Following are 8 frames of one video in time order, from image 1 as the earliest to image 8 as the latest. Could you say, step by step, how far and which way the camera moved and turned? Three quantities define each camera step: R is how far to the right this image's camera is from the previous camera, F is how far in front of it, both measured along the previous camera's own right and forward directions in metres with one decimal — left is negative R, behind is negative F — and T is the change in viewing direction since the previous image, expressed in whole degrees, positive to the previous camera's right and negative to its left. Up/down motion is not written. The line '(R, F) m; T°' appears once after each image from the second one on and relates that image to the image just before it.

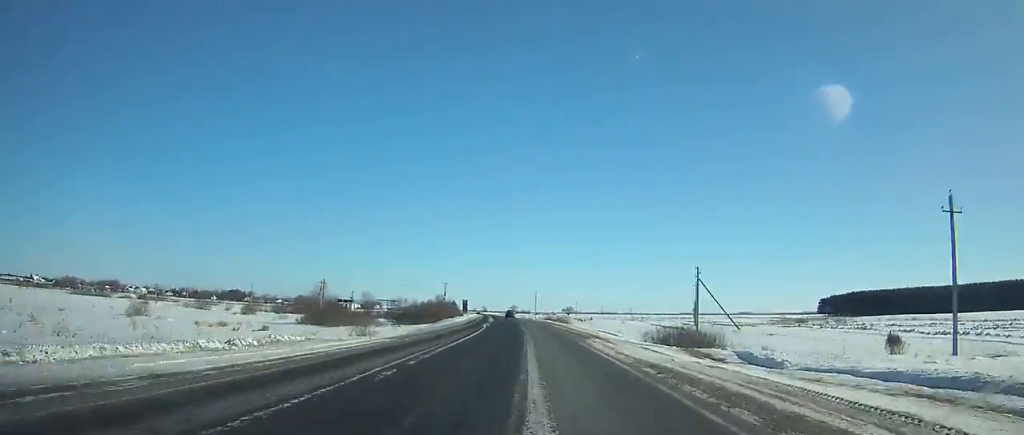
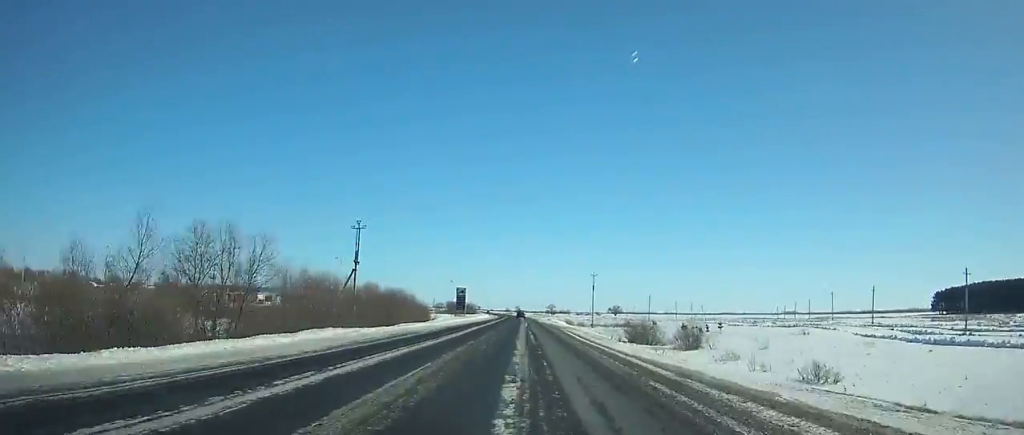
(-3.6, +105.1) m; -4°
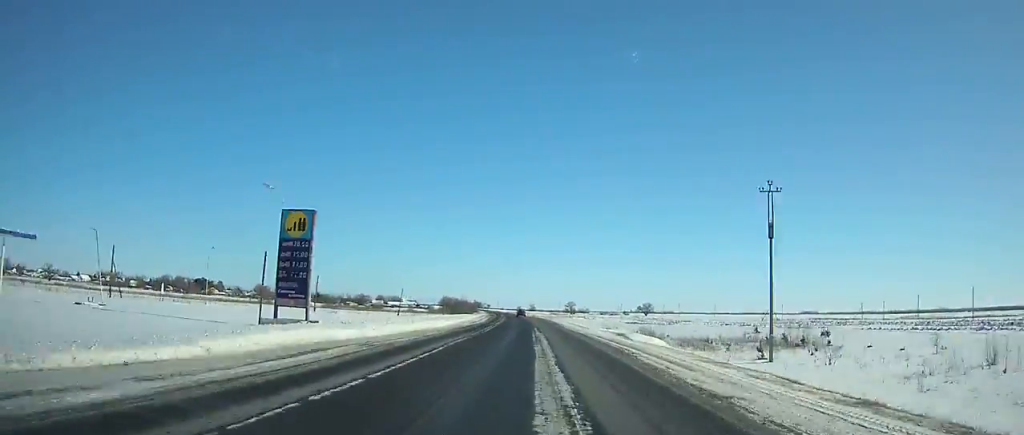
(-1.4, +89.9) m; -1°
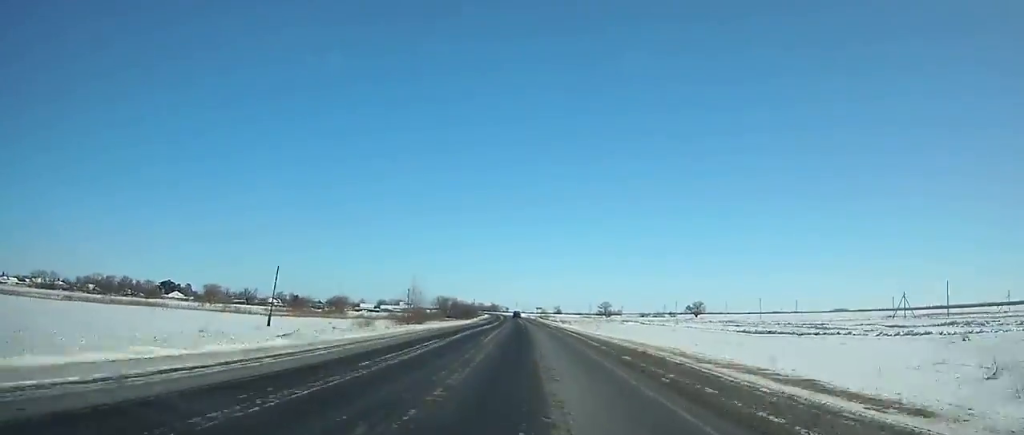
(-0.8, +96.9) m; -2°
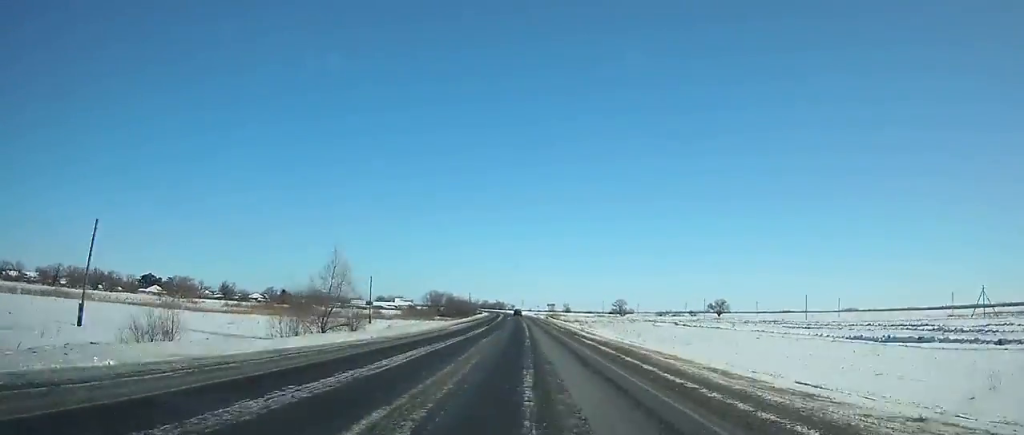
(-0.3, +35.7) m; -1°
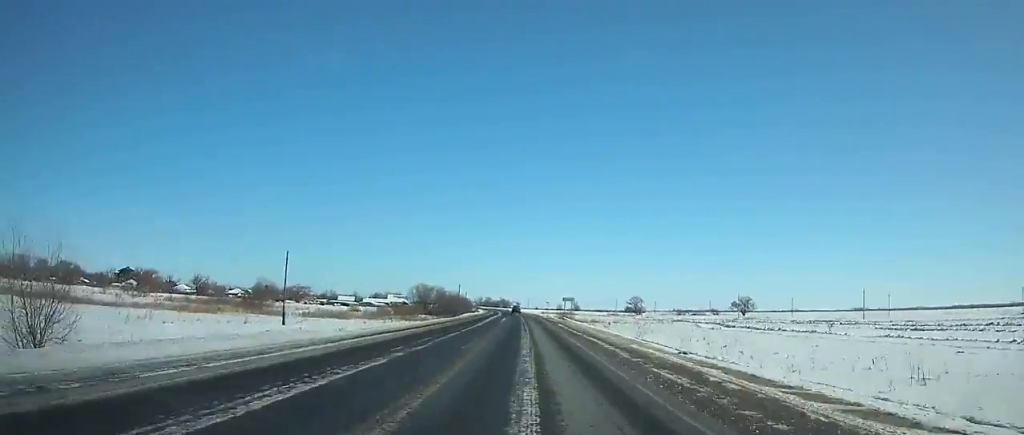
(-0.3, +36.0) m; -1°
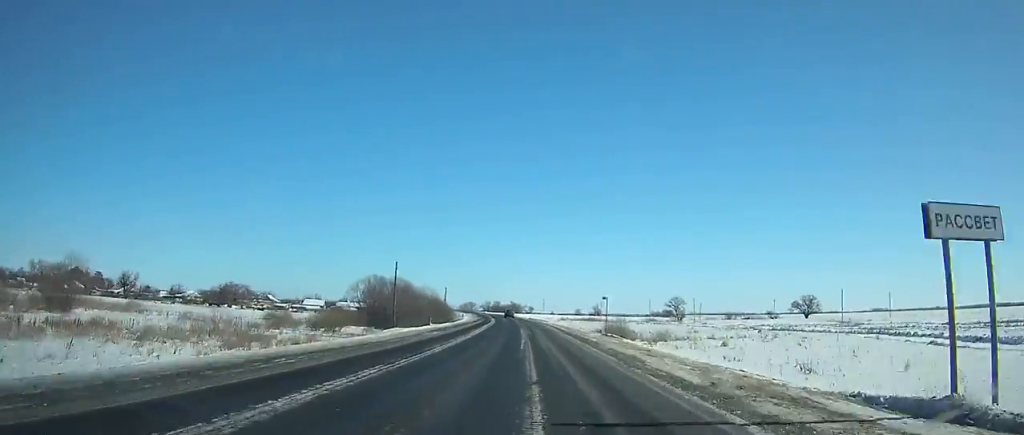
(-0.9, +67.9) m; -2°
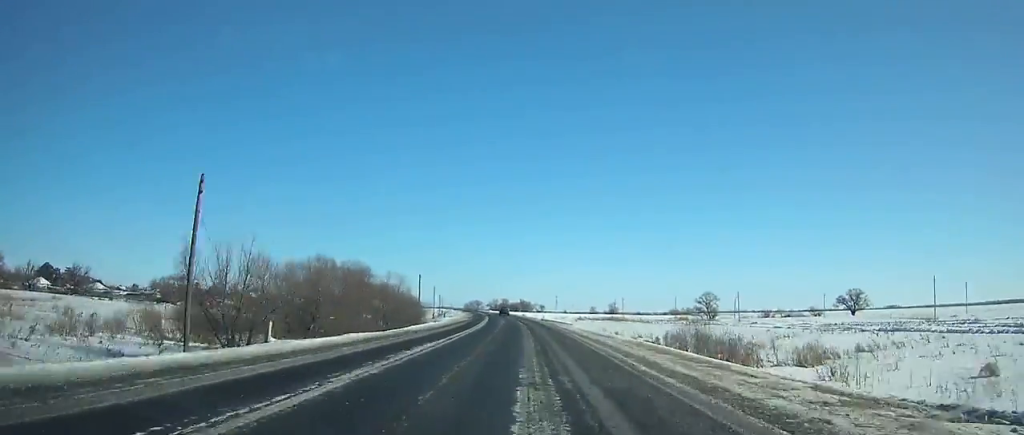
(-0.3, +36.2) m; -1°
